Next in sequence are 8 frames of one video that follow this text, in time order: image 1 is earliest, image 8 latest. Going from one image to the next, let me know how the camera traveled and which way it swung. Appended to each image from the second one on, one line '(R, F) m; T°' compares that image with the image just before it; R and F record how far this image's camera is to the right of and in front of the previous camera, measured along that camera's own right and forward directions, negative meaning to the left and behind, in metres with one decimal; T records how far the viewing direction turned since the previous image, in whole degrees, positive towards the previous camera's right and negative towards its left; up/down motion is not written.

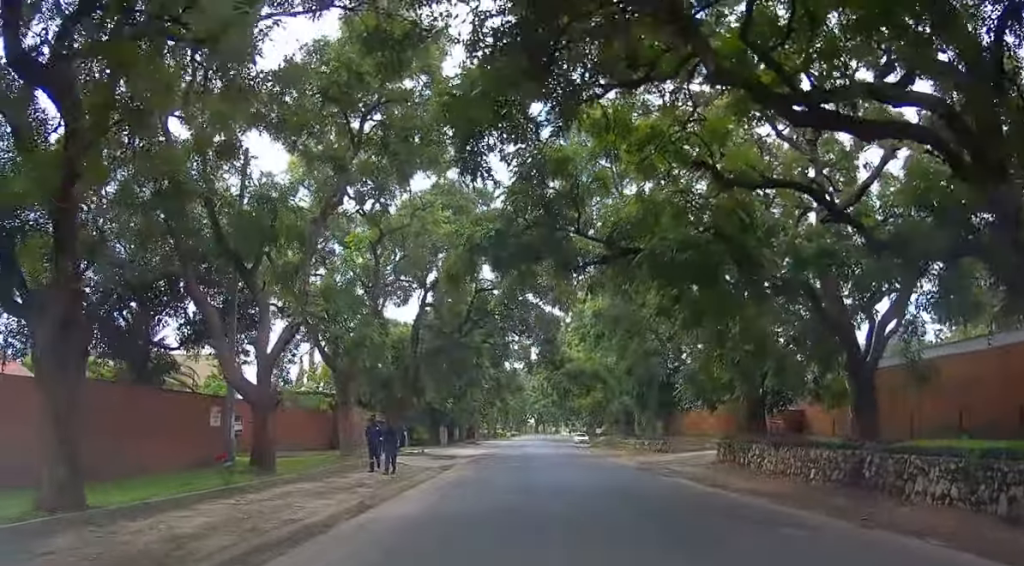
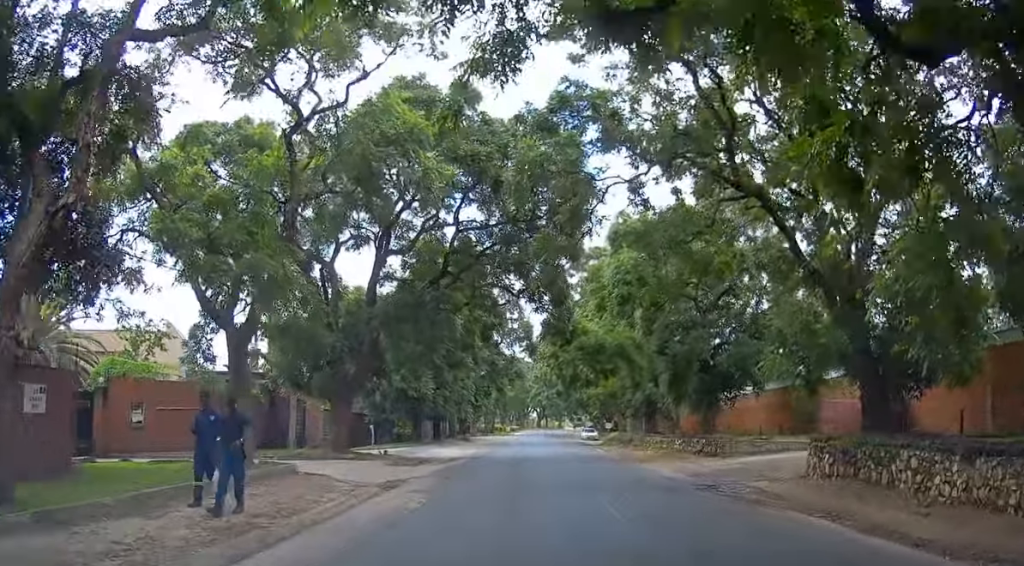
(-0.1, +10.4) m; 0°
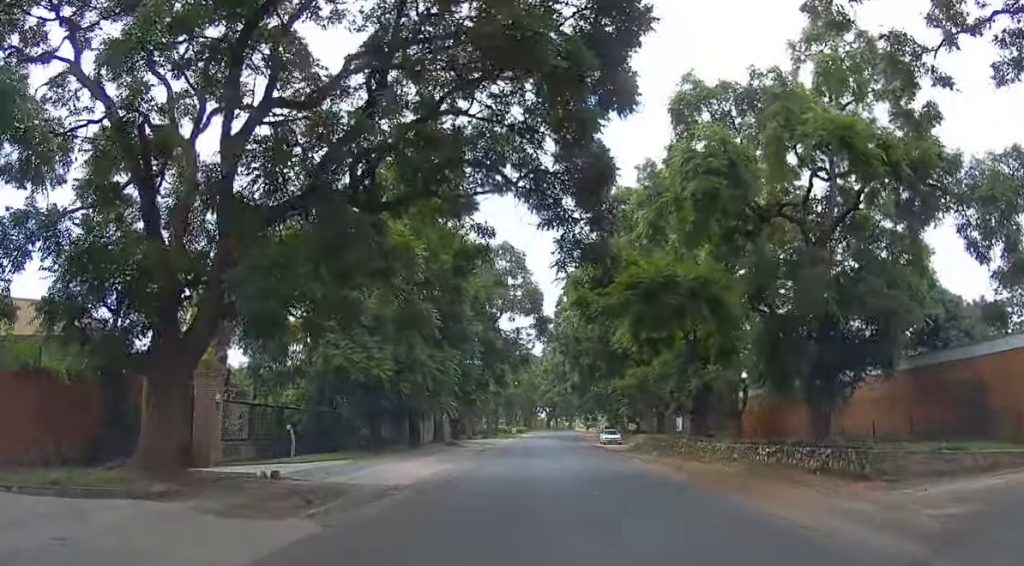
(+0.1, +13.7) m; 0°
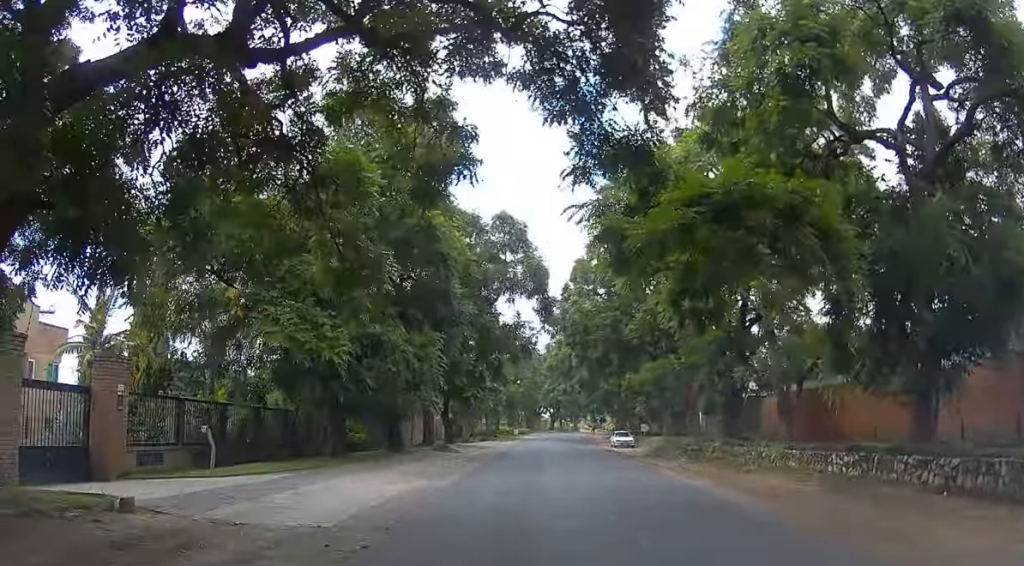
(0.0, +6.6) m; 0°
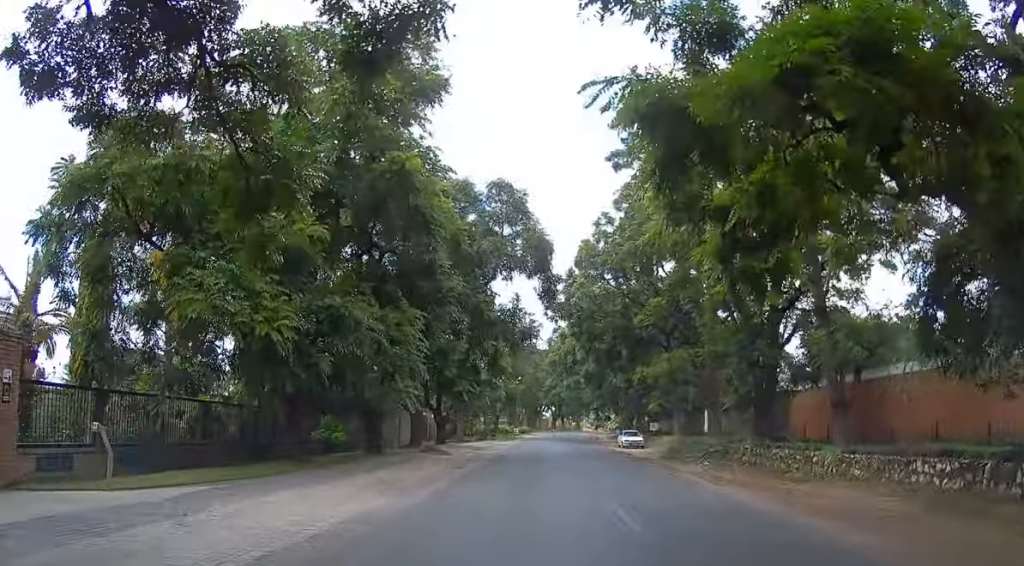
(0.0, +4.9) m; 0°
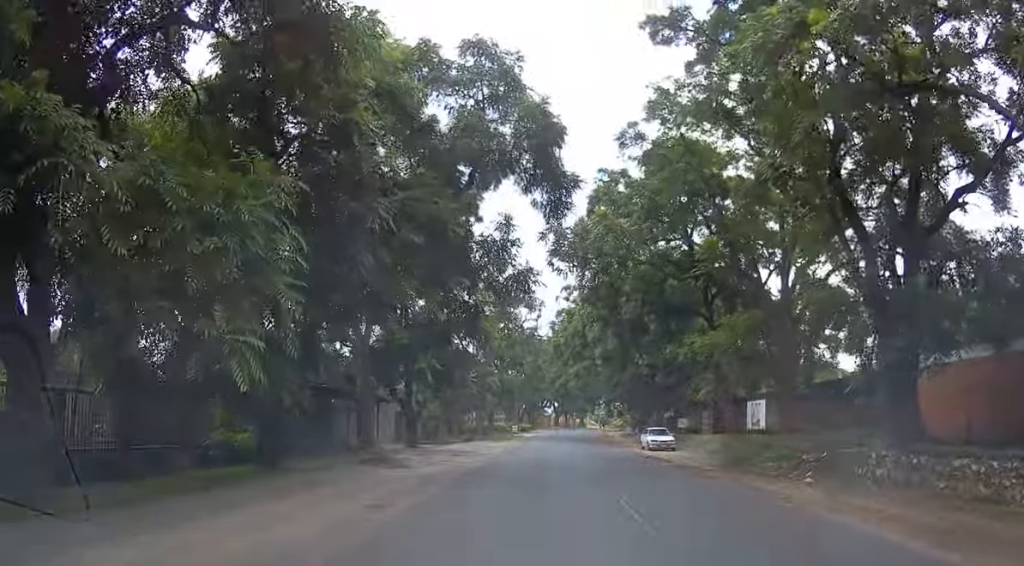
(+0.1, +12.0) m; +1°
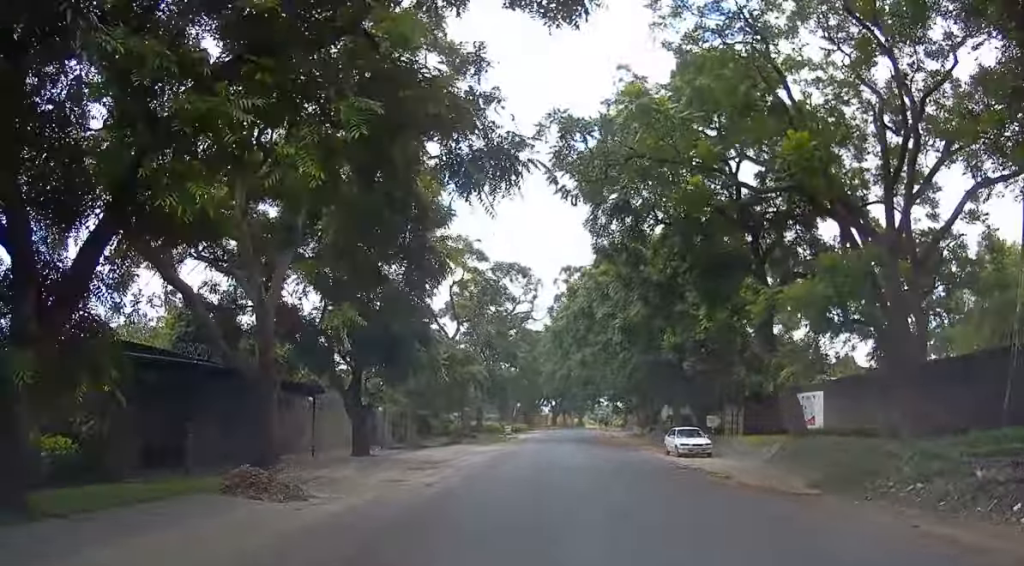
(+0.1, +9.7) m; 0°
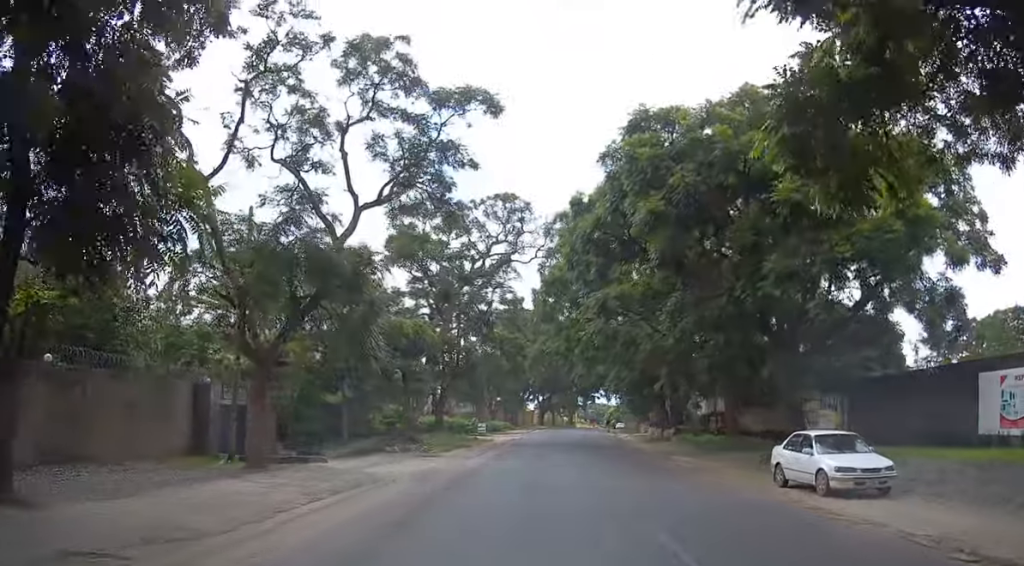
(-0.1, +18.3) m; 0°
